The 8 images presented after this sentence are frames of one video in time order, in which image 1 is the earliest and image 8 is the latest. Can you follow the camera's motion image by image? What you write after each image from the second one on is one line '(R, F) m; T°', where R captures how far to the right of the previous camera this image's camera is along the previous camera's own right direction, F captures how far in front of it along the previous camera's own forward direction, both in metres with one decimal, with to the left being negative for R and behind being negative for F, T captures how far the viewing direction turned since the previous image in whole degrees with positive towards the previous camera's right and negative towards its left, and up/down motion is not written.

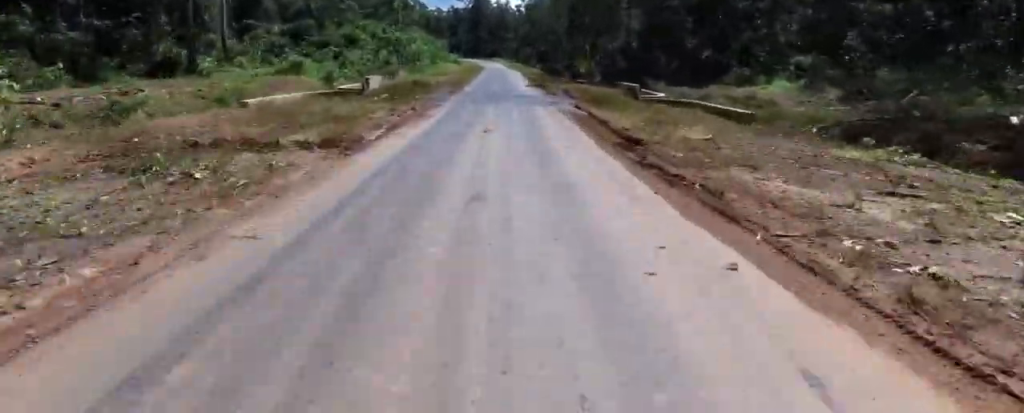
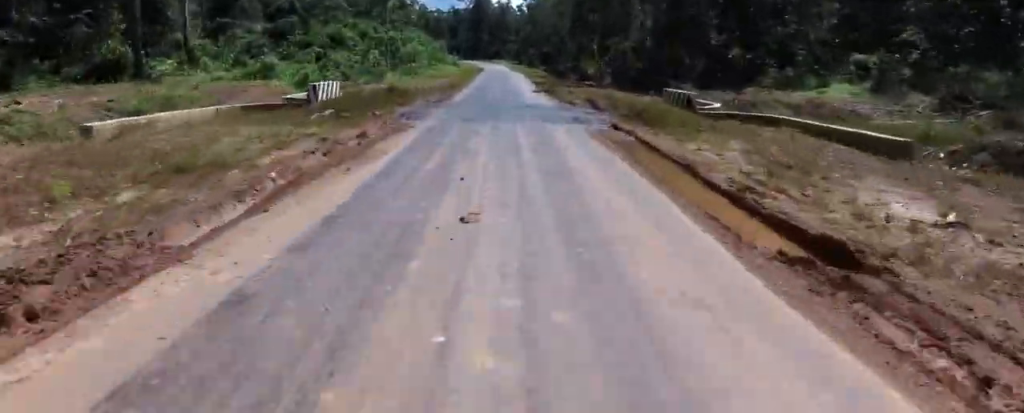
(+1.0, +6.6) m; +2°
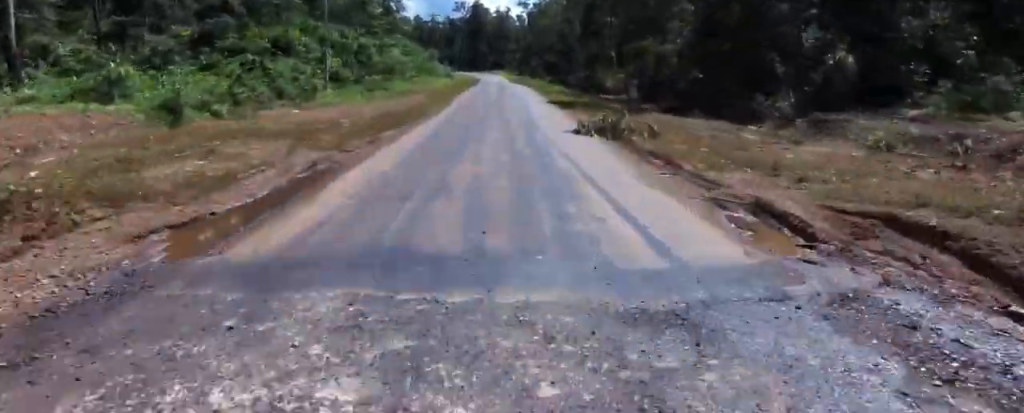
(-0.2, +18.1) m; -2°
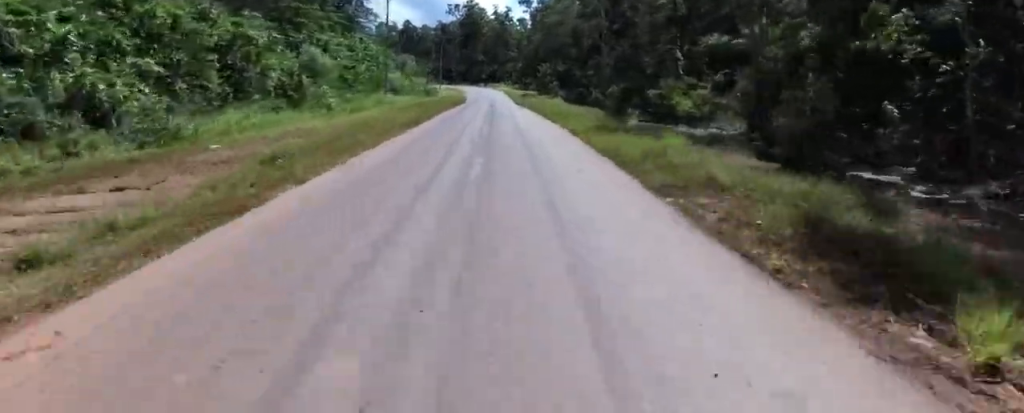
(+1.7, +30.4) m; 0°
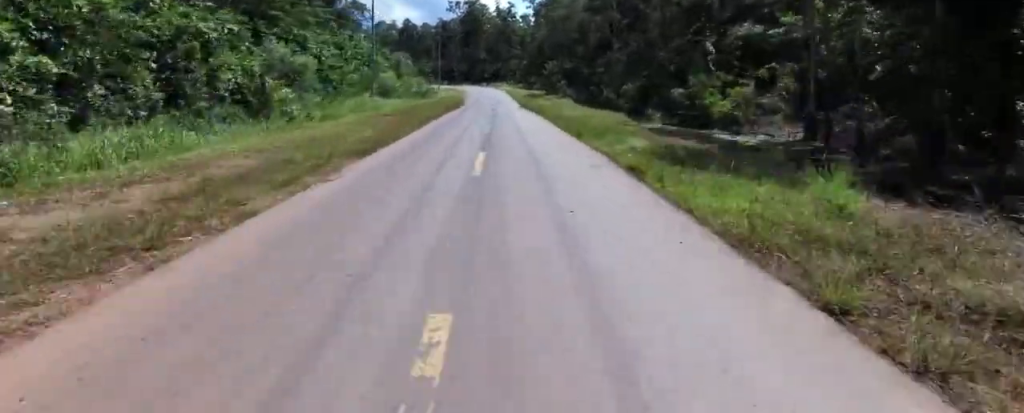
(-1.0, +6.3) m; 0°
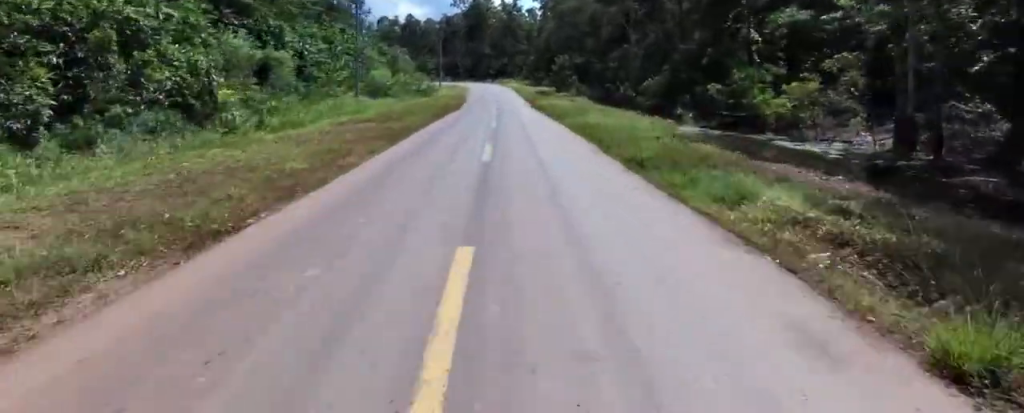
(0.0, +6.8) m; 0°
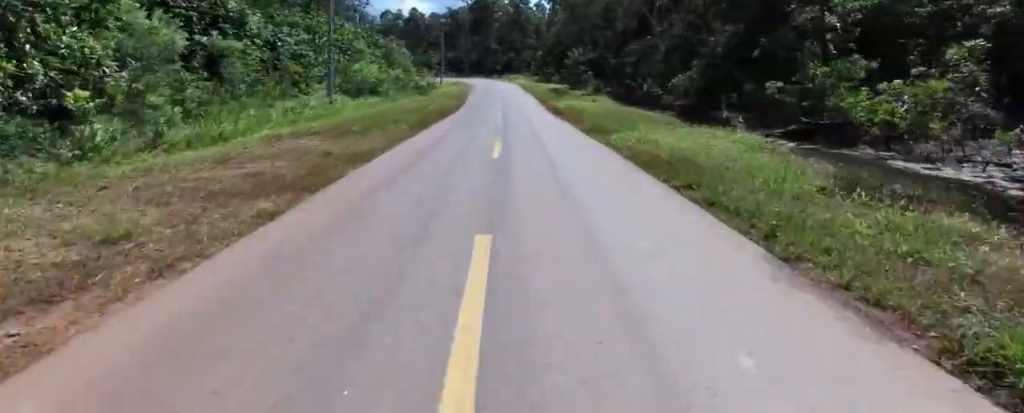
(+1.1, +7.8) m; +1°
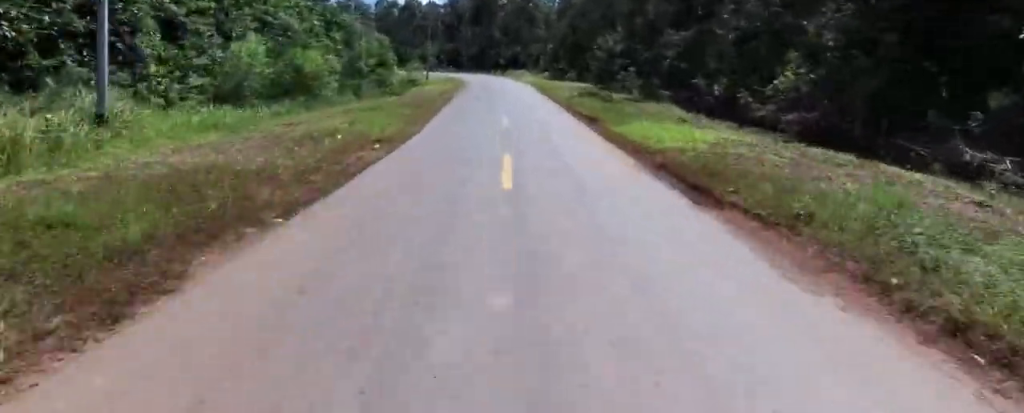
(-1.5, +18.7) m; -6°
